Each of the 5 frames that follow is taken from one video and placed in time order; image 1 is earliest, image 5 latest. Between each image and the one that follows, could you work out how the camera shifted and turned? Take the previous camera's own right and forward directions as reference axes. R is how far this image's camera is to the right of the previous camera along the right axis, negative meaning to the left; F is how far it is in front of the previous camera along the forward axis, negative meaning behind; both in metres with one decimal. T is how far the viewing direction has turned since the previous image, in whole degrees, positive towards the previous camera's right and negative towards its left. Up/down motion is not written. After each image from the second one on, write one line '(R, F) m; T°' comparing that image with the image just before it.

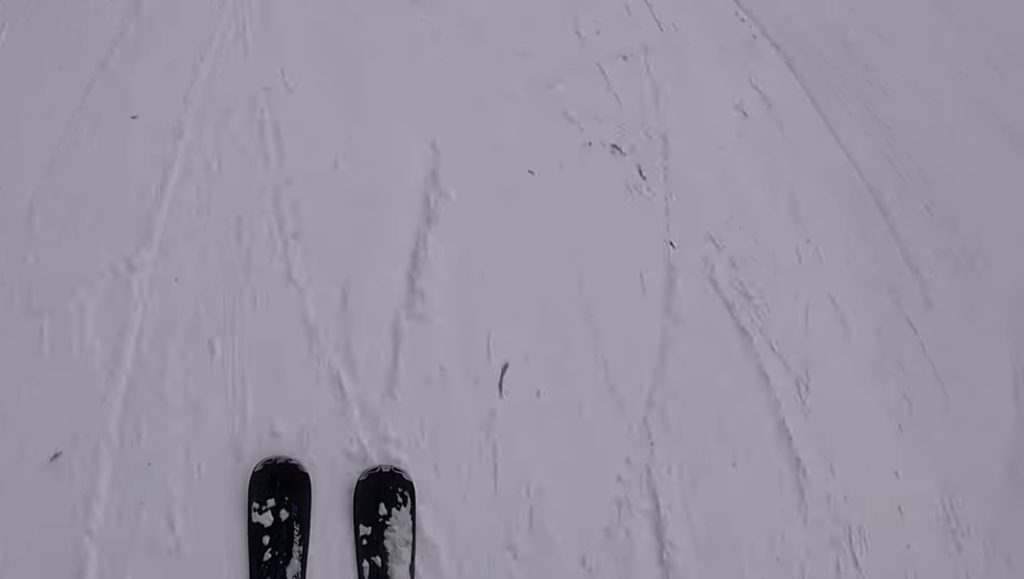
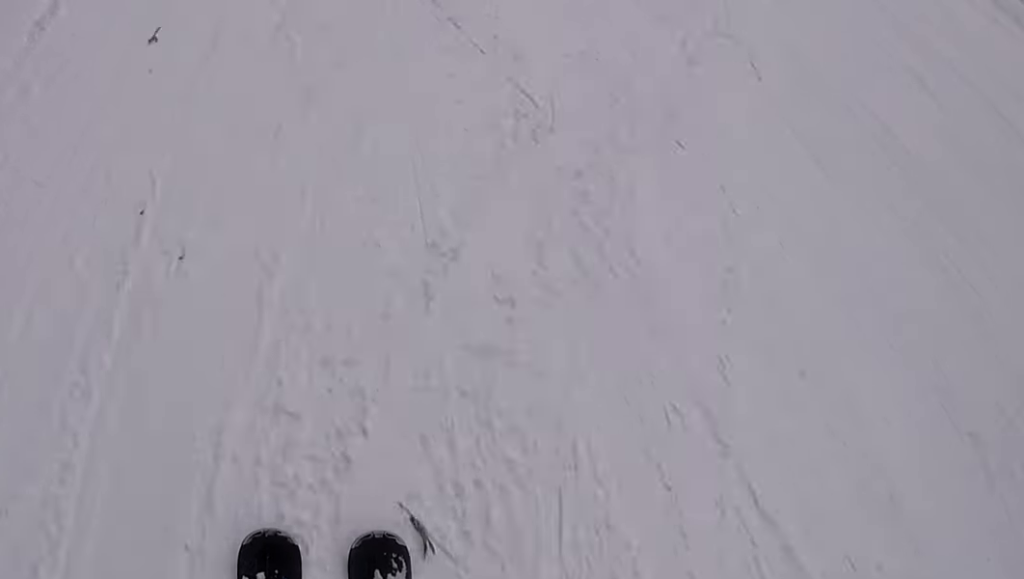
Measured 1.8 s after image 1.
(-1.0, +18.9) m; -4°
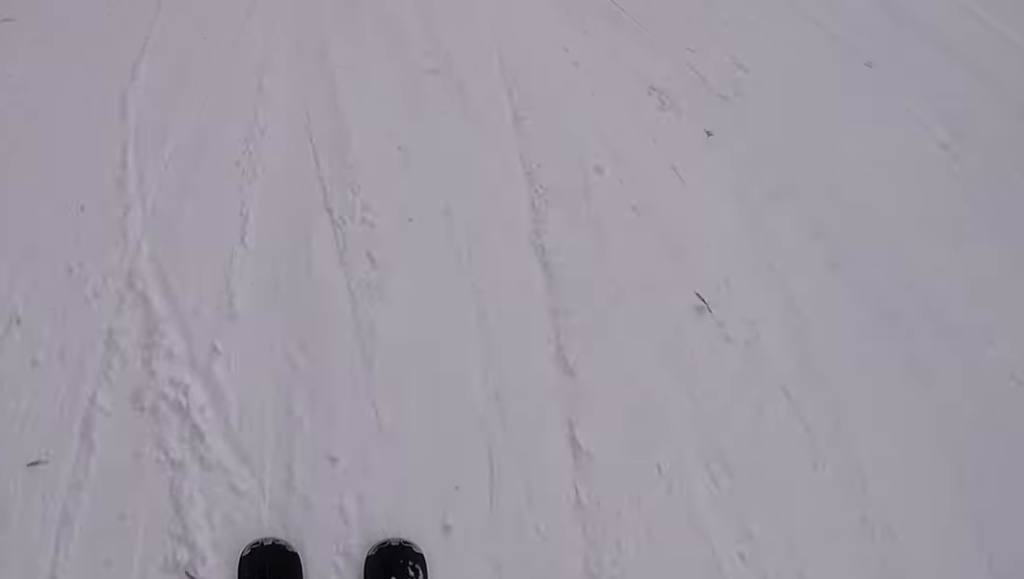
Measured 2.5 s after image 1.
(0.0, +7.1) m; -1°
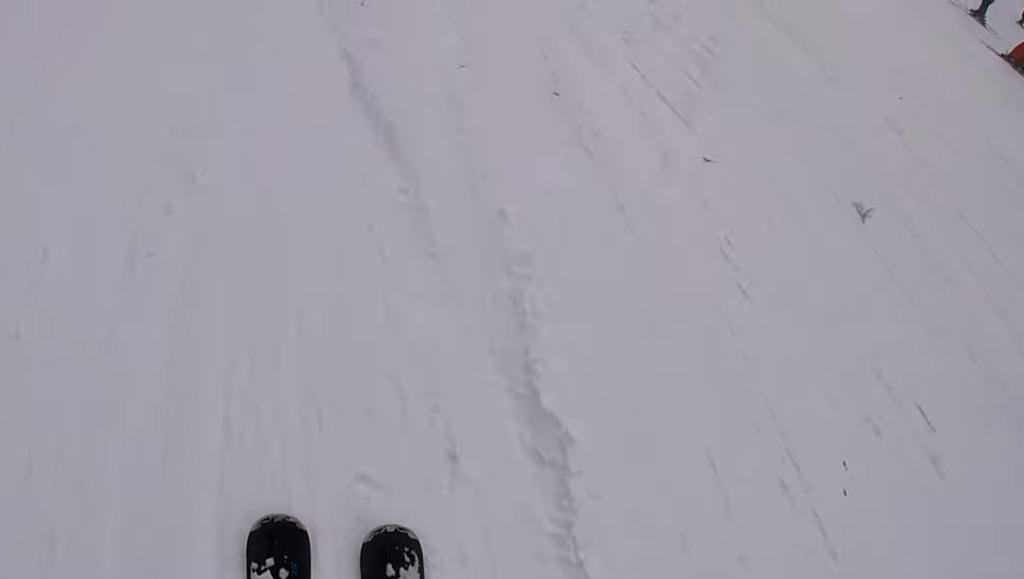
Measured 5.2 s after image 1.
(-0.1, +27.8) m; +1°
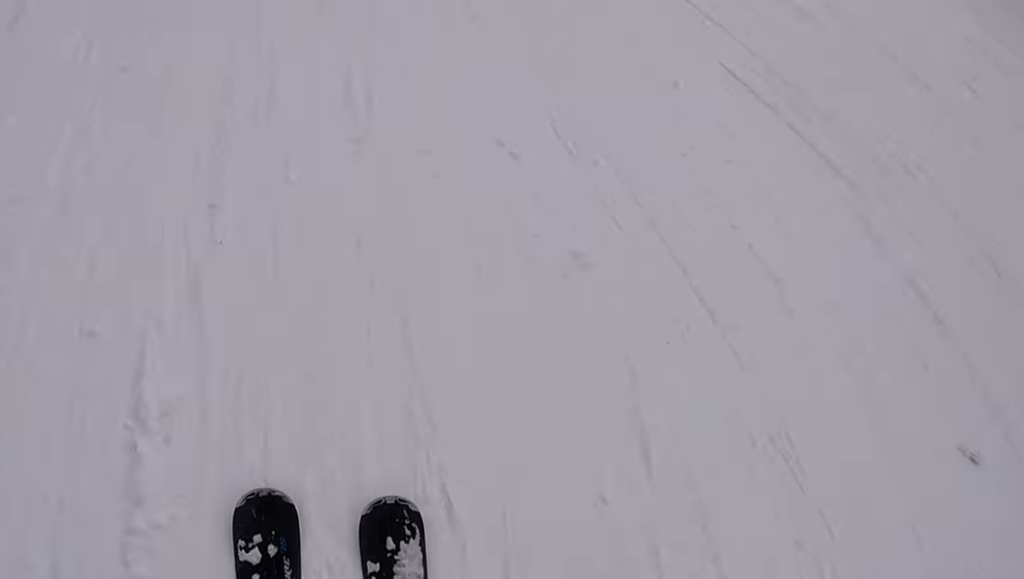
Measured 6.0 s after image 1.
(0.0, +7.5) m; -1°
